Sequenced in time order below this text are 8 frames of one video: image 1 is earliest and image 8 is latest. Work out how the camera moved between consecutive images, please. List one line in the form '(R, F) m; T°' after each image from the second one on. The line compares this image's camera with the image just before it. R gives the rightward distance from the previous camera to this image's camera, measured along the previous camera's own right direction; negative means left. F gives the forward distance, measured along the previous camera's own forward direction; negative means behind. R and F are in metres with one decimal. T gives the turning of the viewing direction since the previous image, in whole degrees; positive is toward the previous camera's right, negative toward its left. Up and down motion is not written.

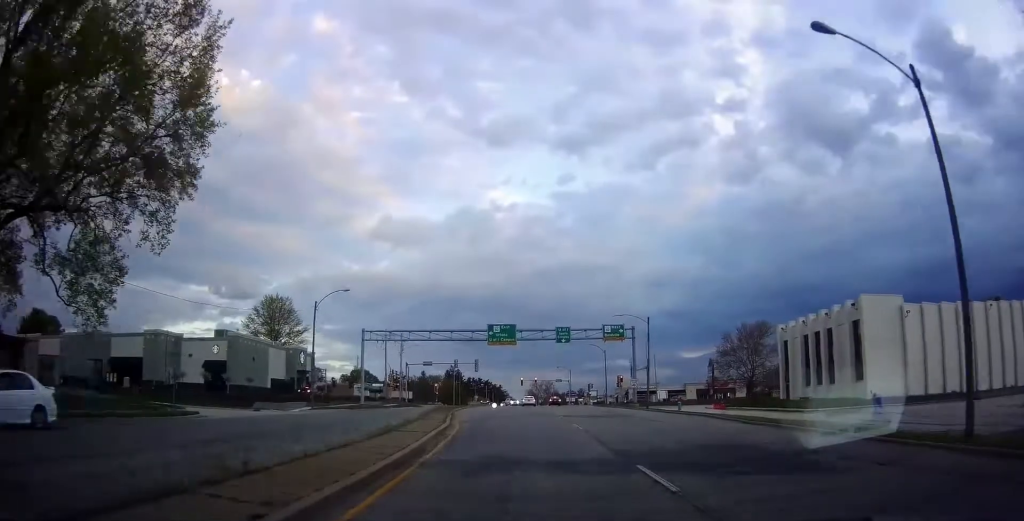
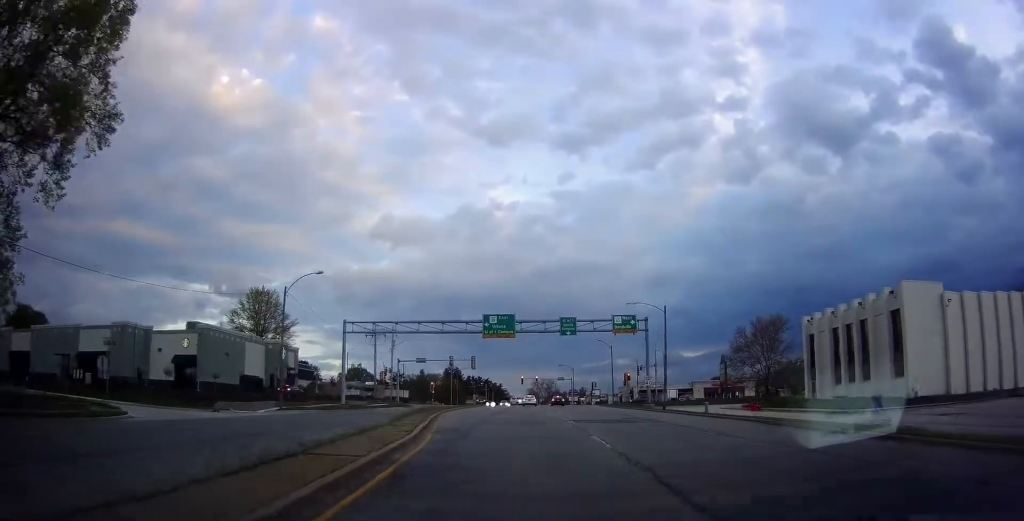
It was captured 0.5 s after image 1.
(0.0, +6.7) m; -1°
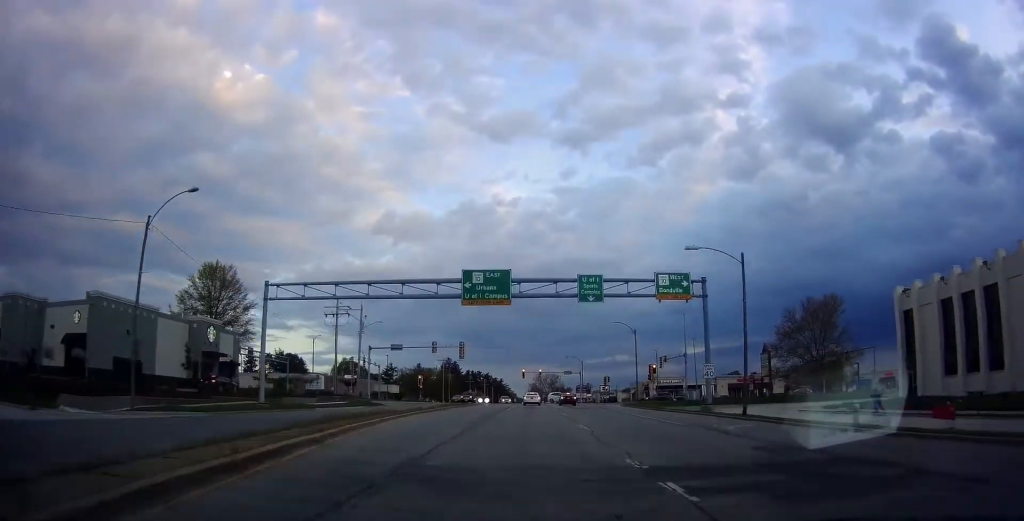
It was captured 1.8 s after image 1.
(-0.4, +18.3) m; -1°
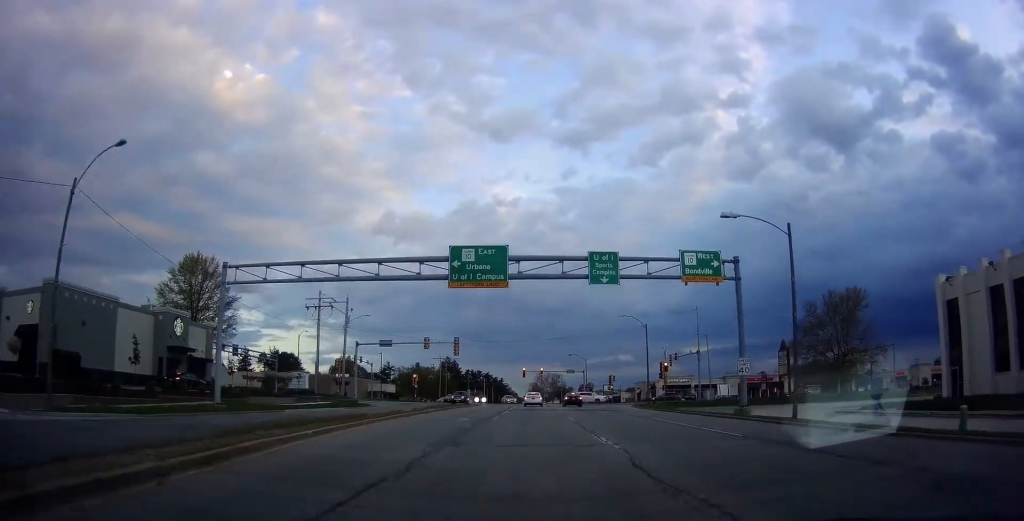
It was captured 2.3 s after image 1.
(0.0, +5.8) m; 0°
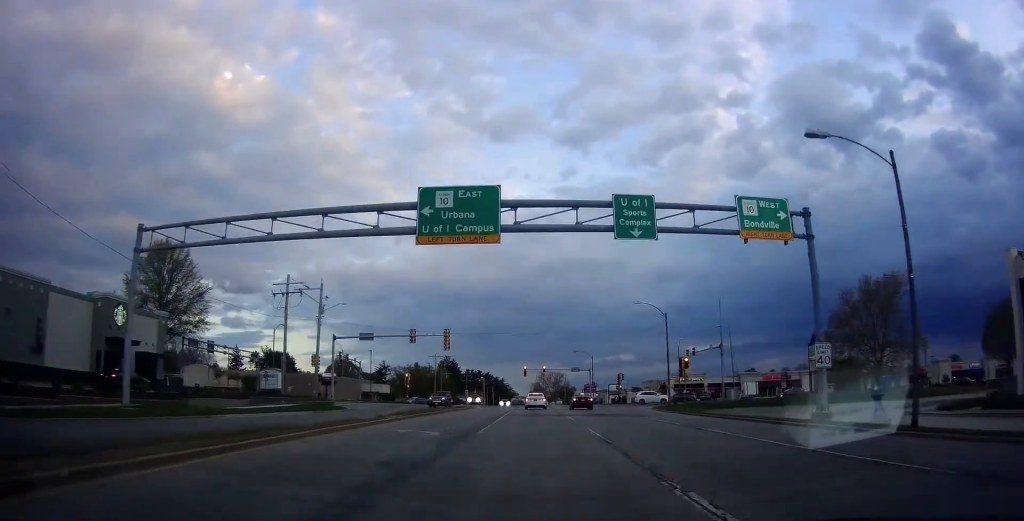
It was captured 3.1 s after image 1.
(+0.2, +9.4) m; +1°
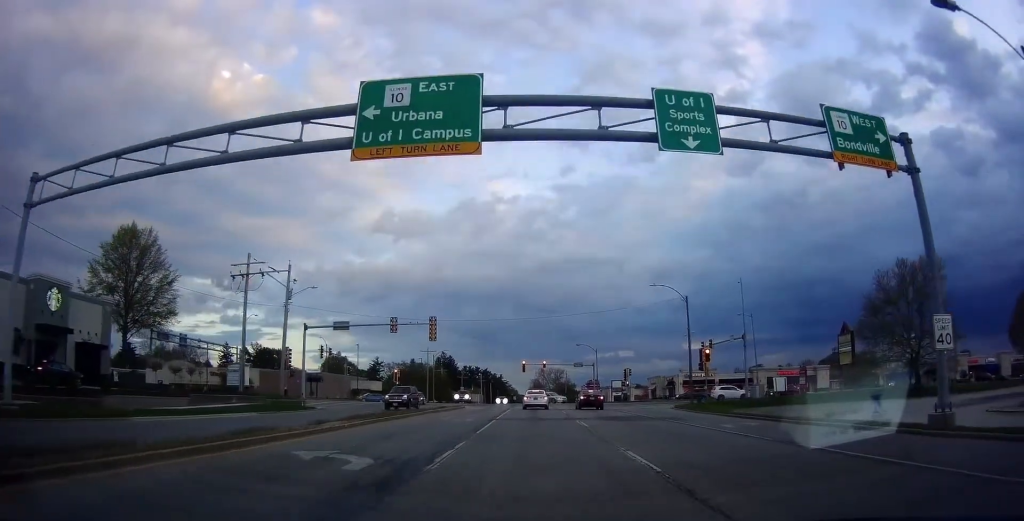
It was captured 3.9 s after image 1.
(0.0, +8.4) m; -4°
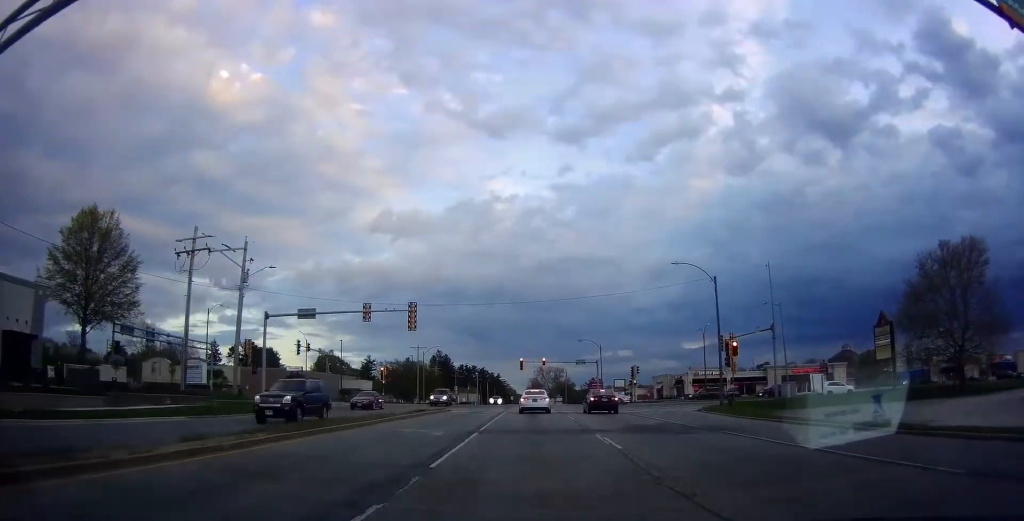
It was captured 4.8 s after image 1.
(-0.7, +8.3) m; -2°
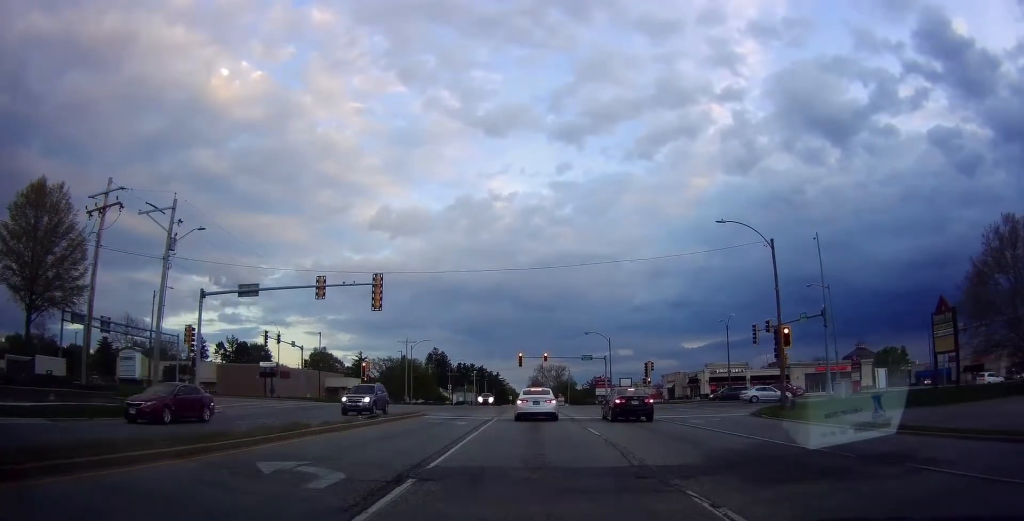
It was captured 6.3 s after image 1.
(+0.7, +11.0) m; +6°
